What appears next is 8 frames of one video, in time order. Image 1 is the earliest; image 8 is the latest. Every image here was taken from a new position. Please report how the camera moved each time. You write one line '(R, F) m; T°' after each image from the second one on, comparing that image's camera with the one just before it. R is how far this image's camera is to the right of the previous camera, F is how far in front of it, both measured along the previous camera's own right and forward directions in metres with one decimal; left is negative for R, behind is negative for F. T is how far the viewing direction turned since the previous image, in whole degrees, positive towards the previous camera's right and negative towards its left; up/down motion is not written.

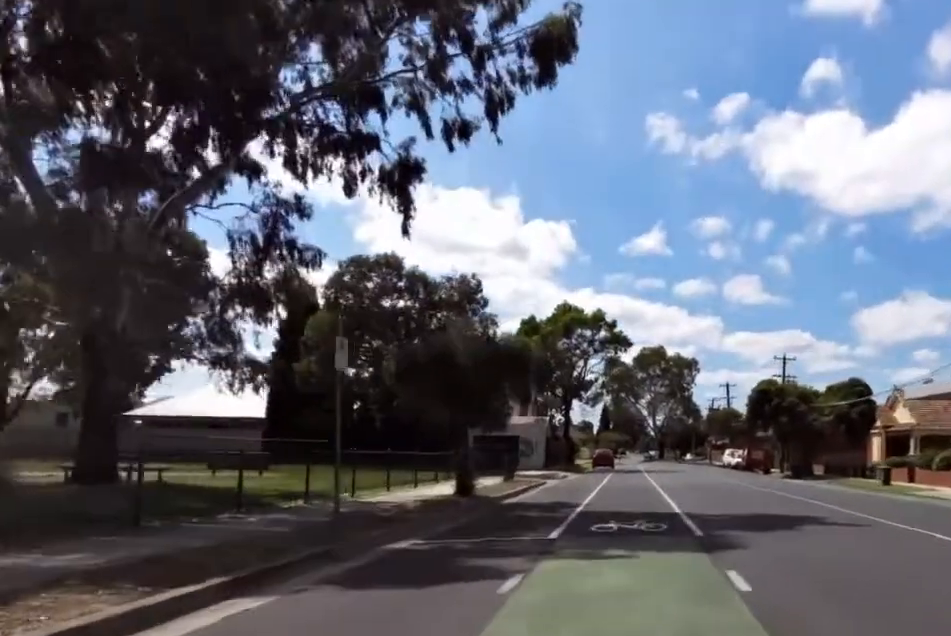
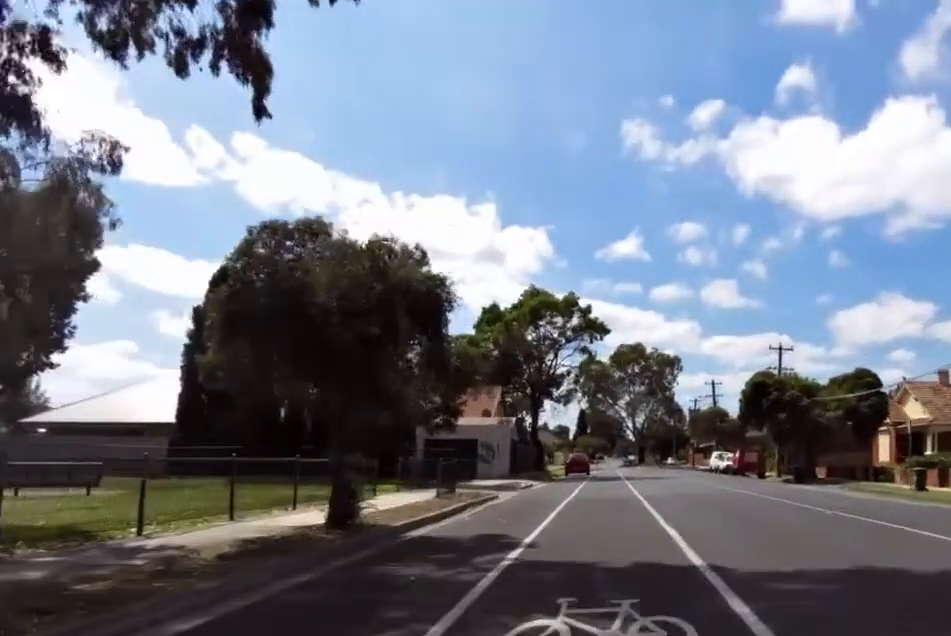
(+0.2, +6.8) m; -2°
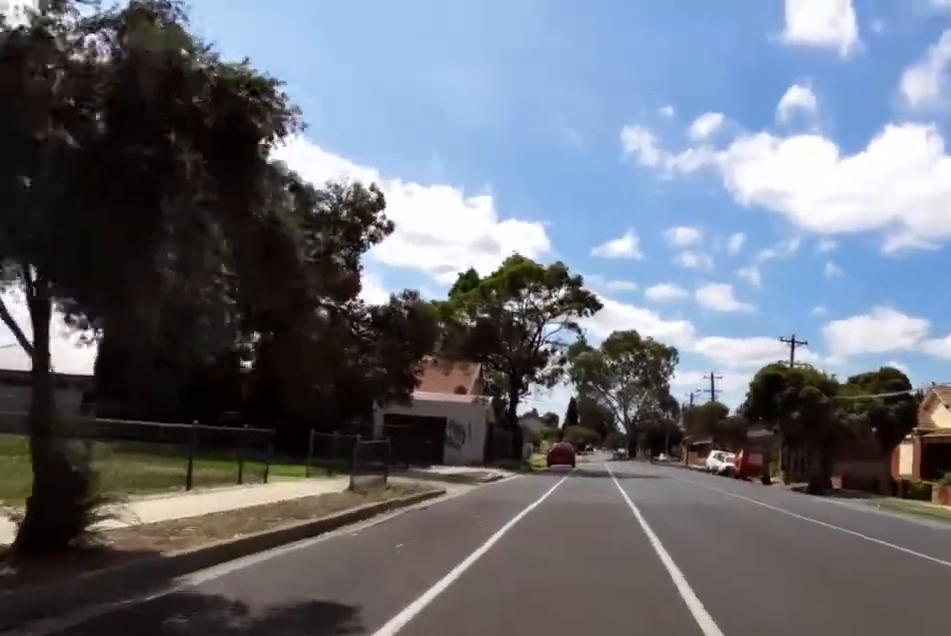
(0.0, +5.8) m; -3°
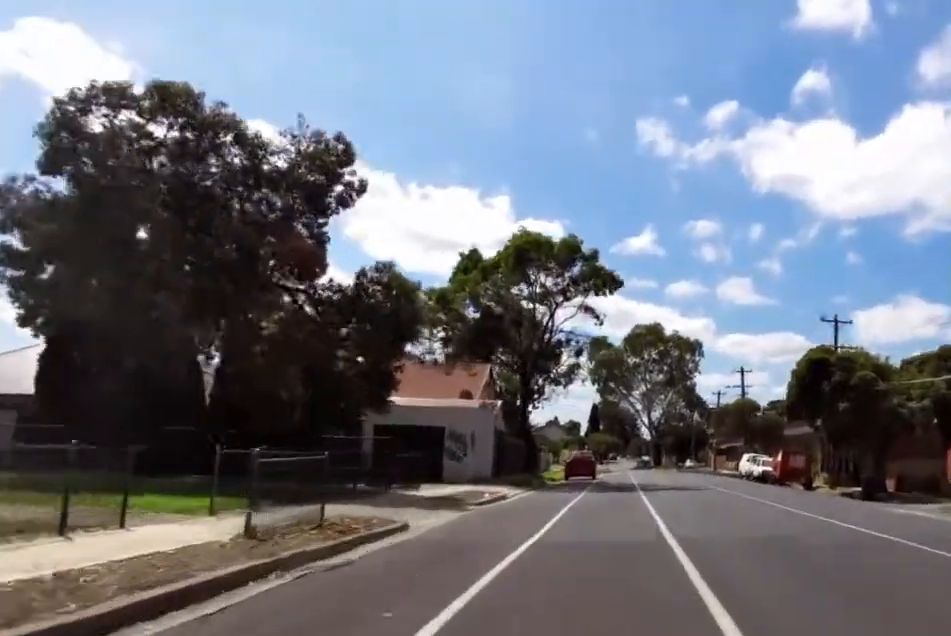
(-0.6, +4.8) m; +1°
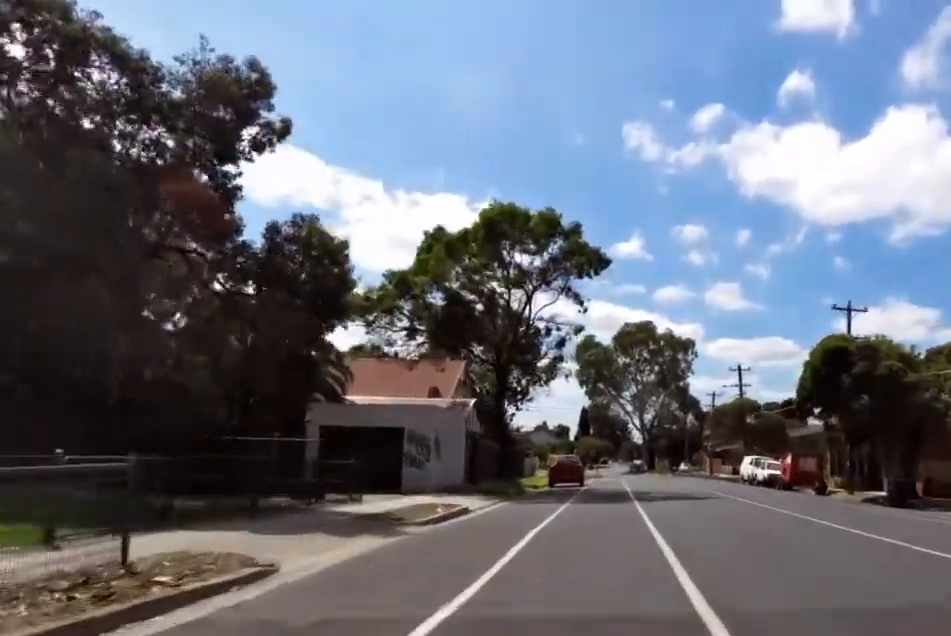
(-0.1, +4.1) m; +1°
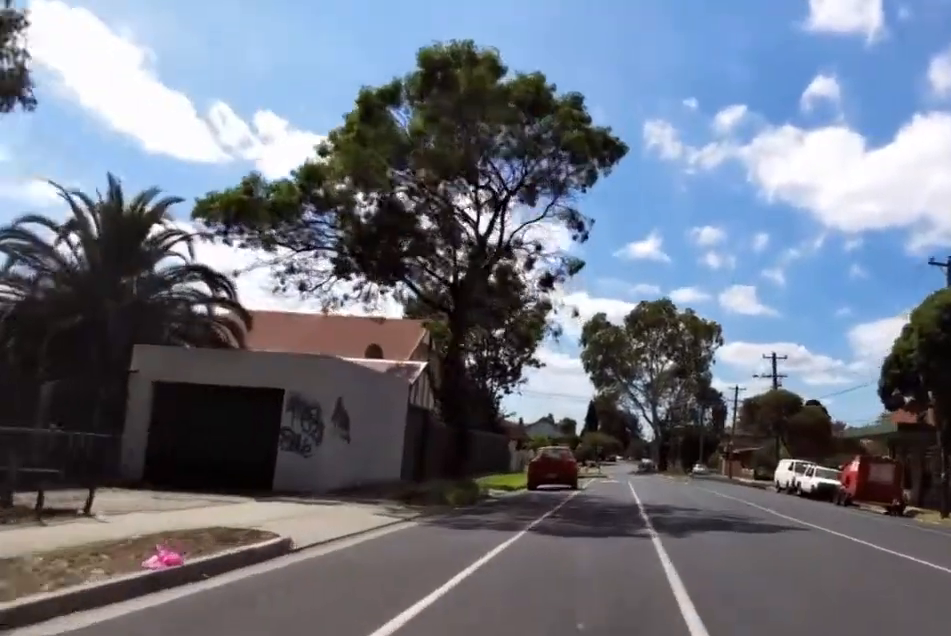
(+0.8, +9.9) m; +1°
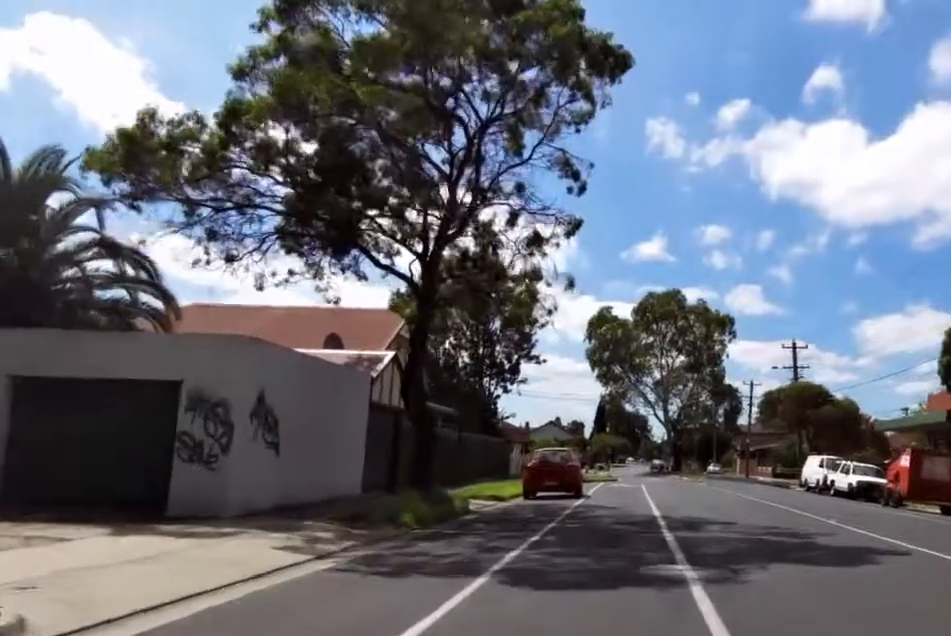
(-0.2, +4.2) m; -2°
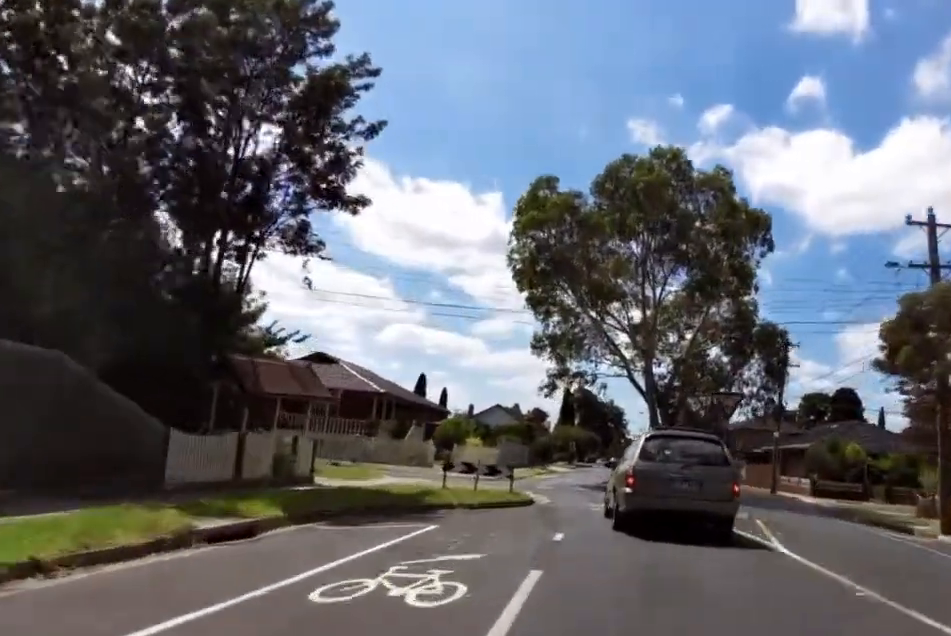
(-0.3, +27.4) m; 0°
